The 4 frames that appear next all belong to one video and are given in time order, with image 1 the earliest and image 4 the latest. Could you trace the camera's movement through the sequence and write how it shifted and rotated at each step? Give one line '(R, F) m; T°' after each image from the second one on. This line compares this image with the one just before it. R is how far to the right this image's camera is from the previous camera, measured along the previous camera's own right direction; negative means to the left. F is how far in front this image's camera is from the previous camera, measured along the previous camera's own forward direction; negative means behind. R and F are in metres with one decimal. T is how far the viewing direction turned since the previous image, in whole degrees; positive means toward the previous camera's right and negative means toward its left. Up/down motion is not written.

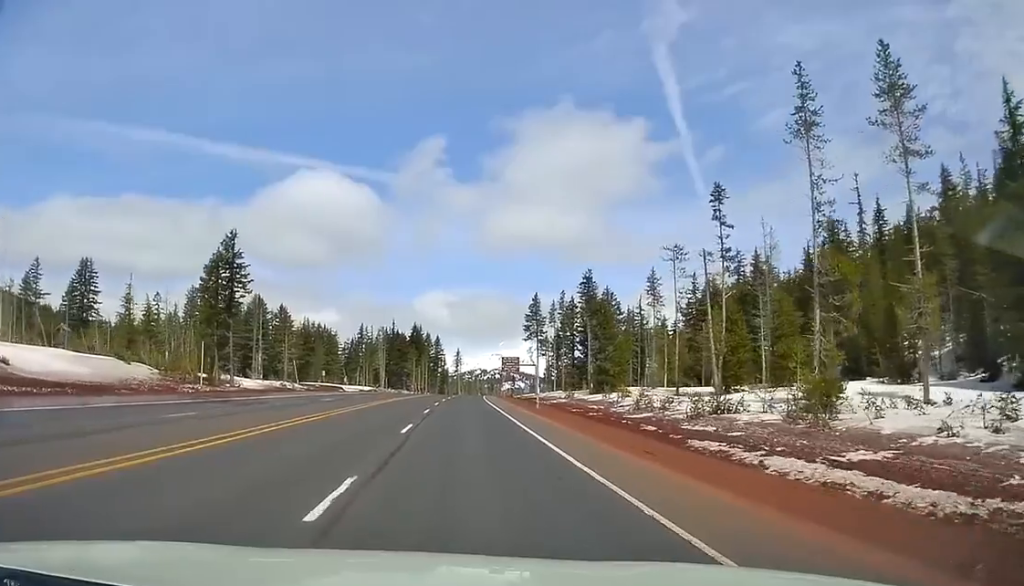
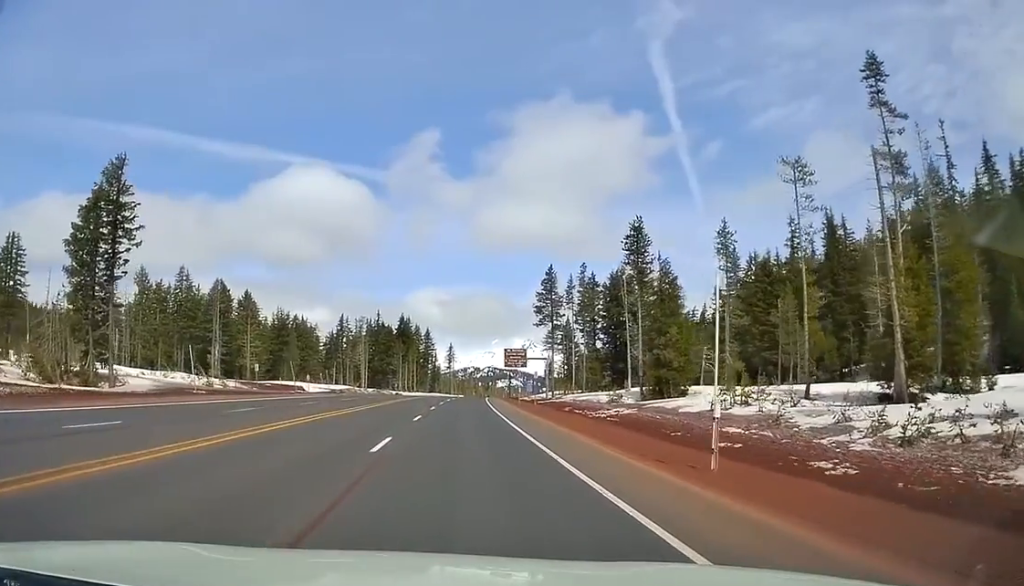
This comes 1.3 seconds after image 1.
(-0.2, +27.3) m; -1°
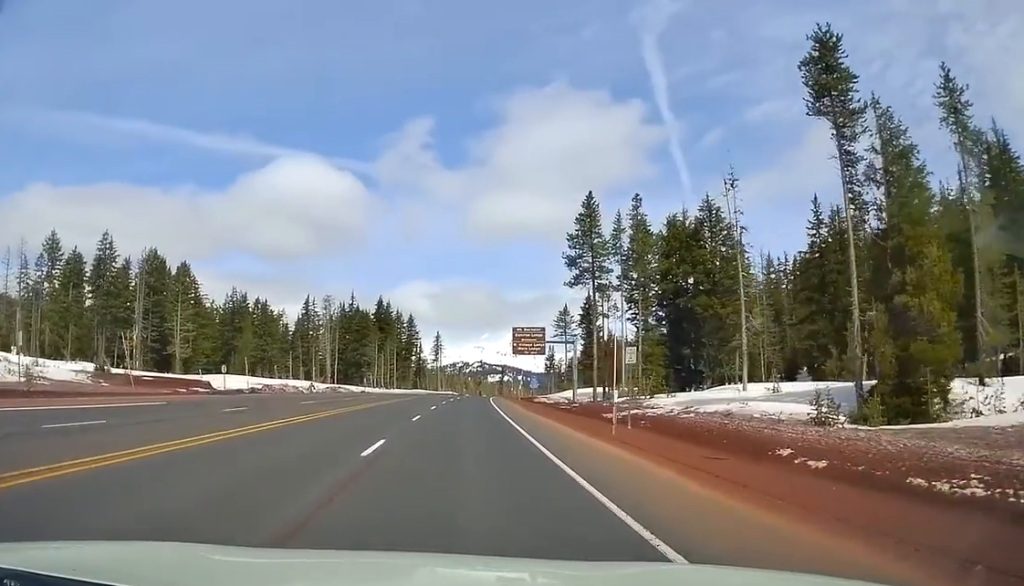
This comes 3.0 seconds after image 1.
(0.0, +38.2) m; 0°
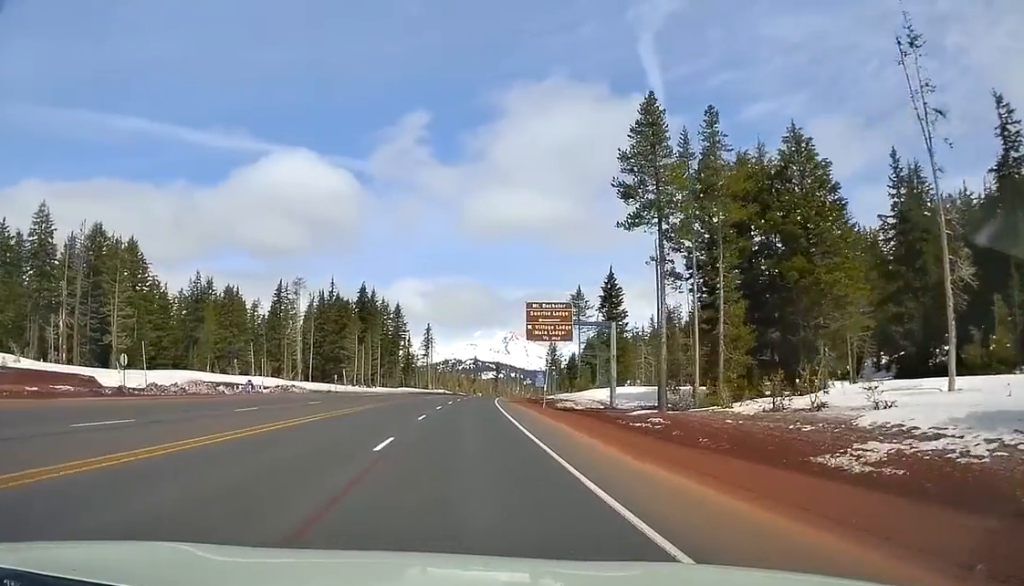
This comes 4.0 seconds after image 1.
(+0.1, +27.1) m; +1°
